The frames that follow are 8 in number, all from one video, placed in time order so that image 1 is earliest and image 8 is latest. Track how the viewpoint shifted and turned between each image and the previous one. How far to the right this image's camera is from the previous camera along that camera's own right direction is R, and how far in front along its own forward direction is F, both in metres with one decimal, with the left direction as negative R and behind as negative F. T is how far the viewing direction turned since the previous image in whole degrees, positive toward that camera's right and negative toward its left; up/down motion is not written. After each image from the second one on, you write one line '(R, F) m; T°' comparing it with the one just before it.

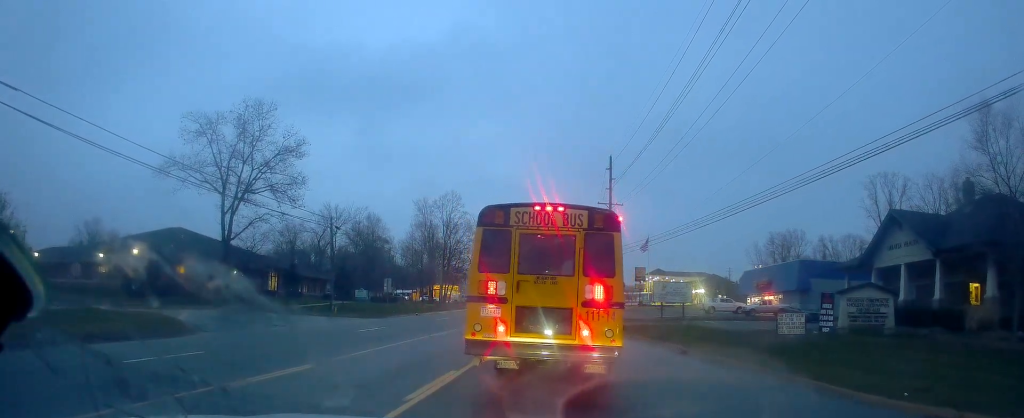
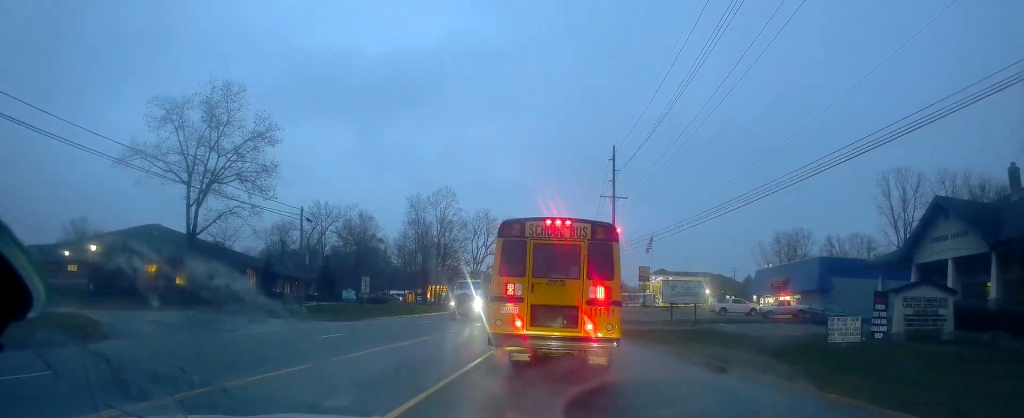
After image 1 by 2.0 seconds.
(0.0, +2.6) m; 0°
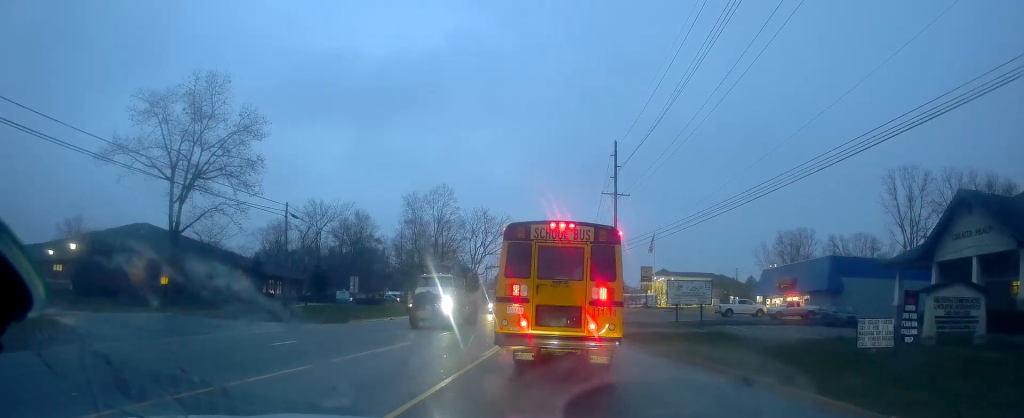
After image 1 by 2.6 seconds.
(0.0, +2.1) m; 0°
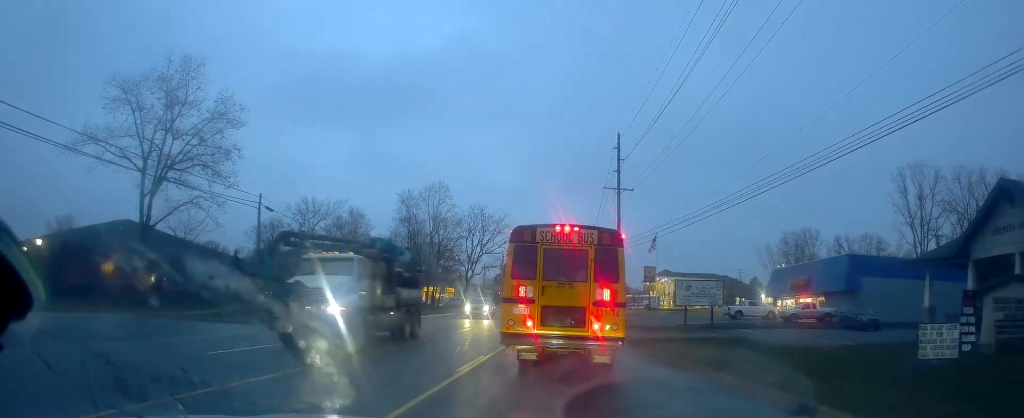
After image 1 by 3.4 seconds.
(0.0, +3.2) m; 0°
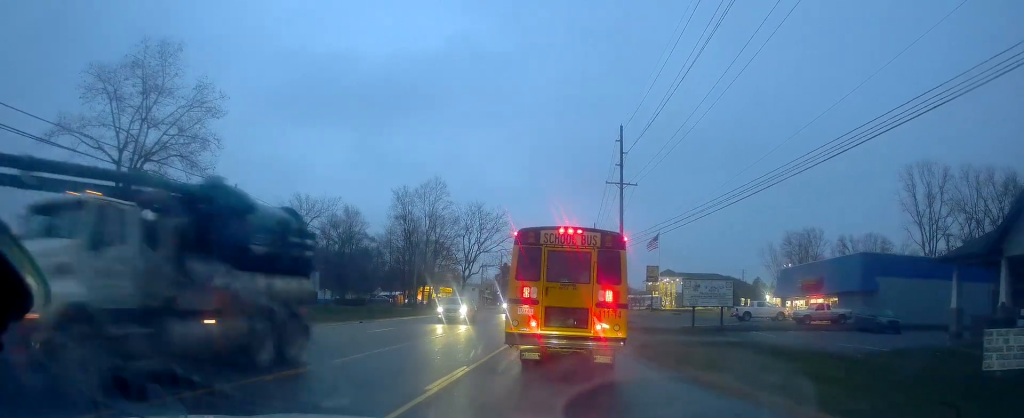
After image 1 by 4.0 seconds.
(0.0, +2.5) m; 0°
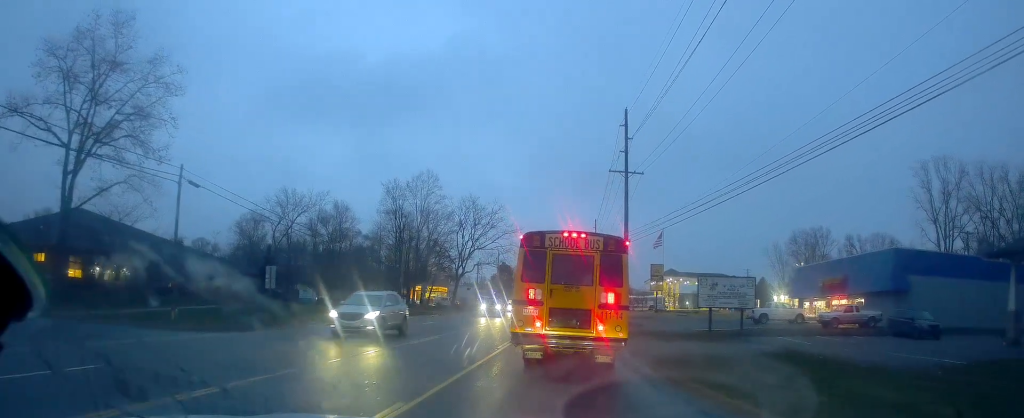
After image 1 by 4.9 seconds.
(0.0, +4.7) m; 0°
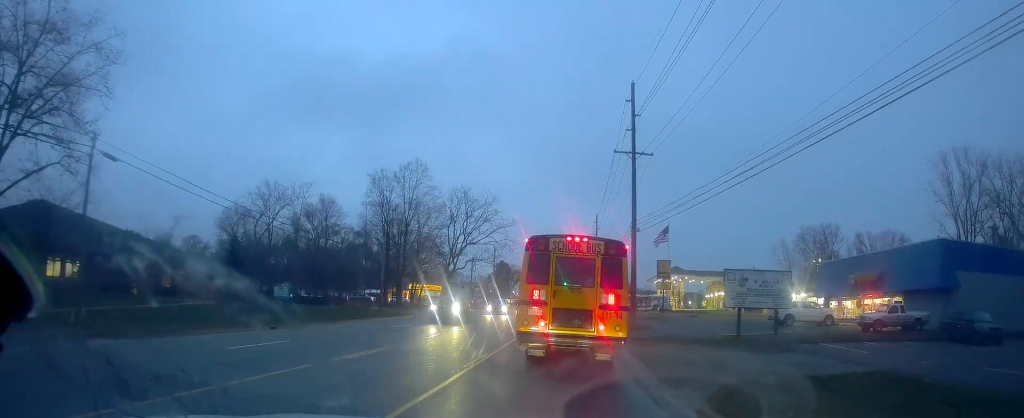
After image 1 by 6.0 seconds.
(0.0, +6.0) m; 0°
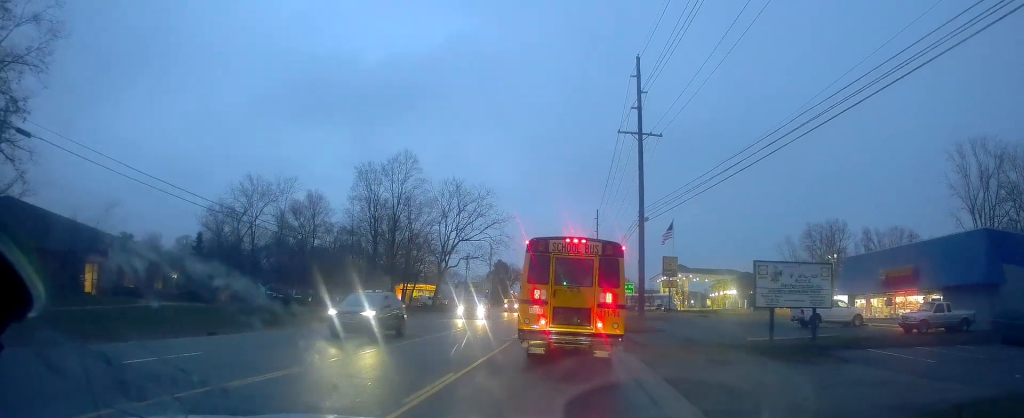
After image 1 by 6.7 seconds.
(0.0, +4.9) m; 0°
